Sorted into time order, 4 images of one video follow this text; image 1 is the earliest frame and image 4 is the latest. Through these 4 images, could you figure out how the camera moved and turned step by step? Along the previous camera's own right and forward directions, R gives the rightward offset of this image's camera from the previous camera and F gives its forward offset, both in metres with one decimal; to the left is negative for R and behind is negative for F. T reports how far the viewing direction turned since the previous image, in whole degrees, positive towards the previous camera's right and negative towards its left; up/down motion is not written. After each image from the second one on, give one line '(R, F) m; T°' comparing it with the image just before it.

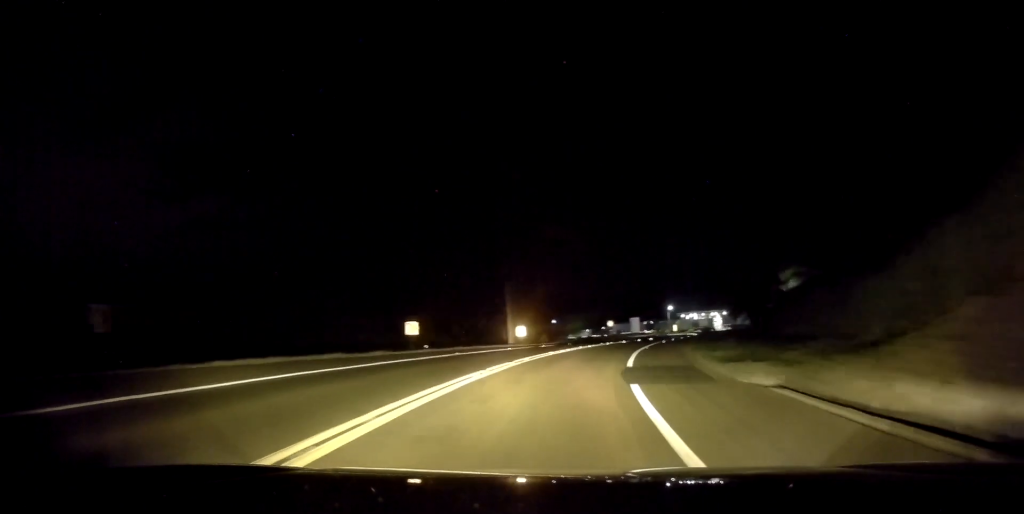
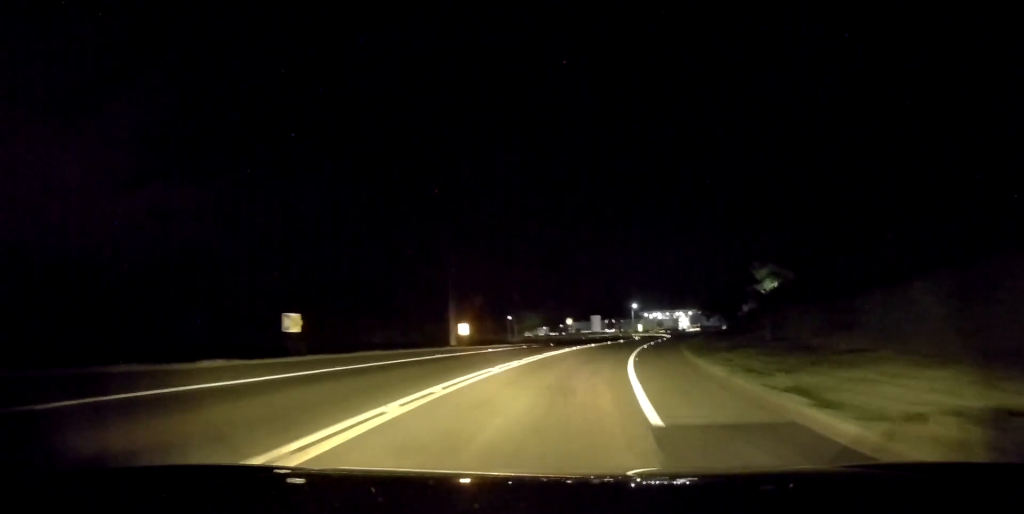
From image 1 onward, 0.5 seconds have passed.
(+0.2, +10.2) m; +4°
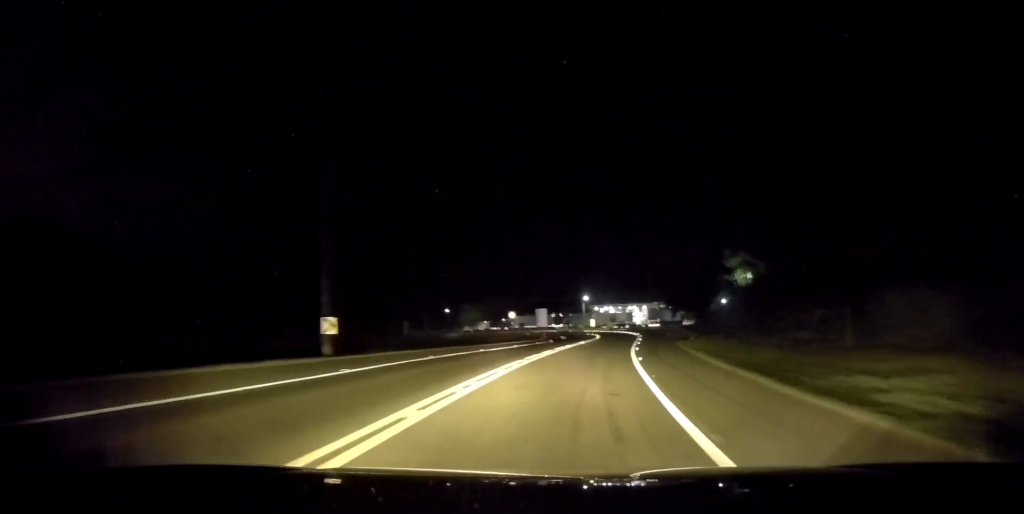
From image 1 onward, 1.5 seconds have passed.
(+1.2, +16.7) m; +6°
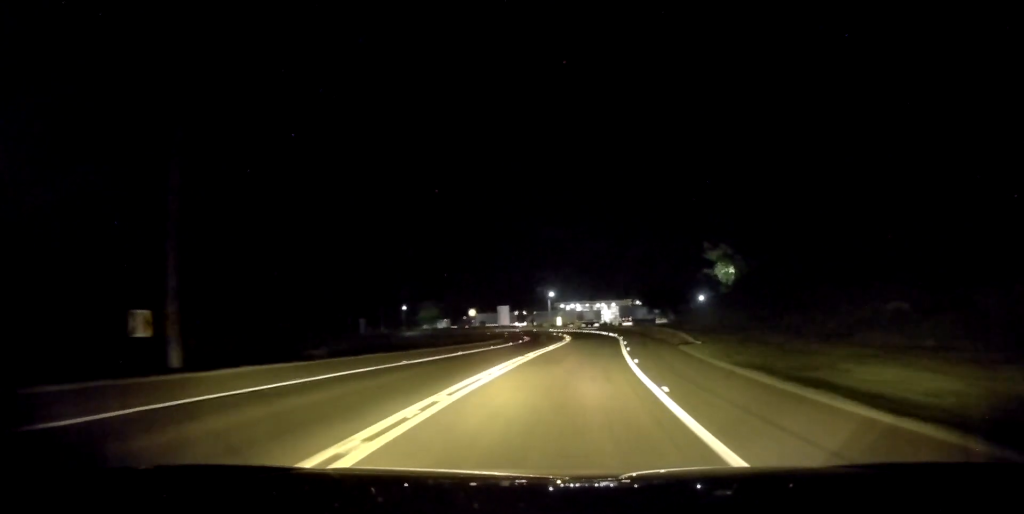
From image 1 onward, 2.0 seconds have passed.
(0.0, +9.8) m; +3°
